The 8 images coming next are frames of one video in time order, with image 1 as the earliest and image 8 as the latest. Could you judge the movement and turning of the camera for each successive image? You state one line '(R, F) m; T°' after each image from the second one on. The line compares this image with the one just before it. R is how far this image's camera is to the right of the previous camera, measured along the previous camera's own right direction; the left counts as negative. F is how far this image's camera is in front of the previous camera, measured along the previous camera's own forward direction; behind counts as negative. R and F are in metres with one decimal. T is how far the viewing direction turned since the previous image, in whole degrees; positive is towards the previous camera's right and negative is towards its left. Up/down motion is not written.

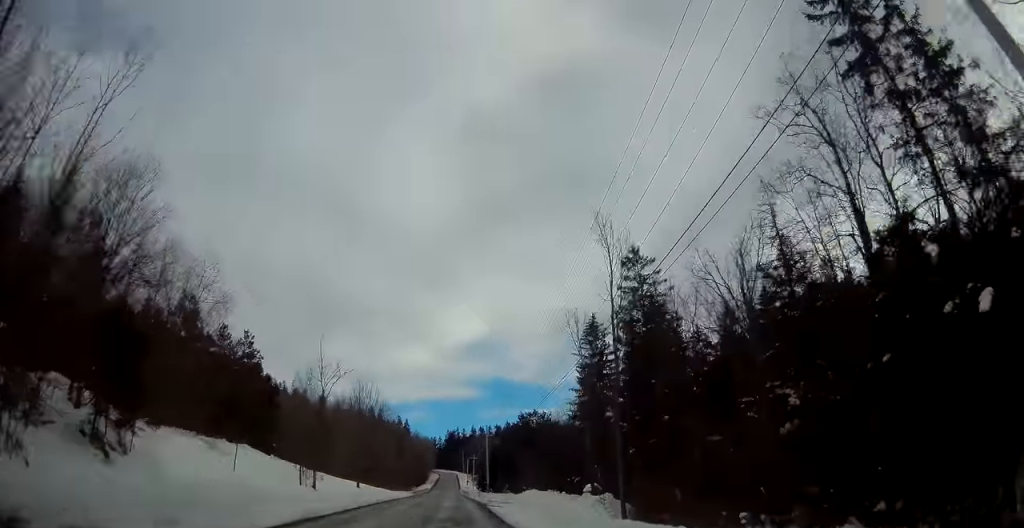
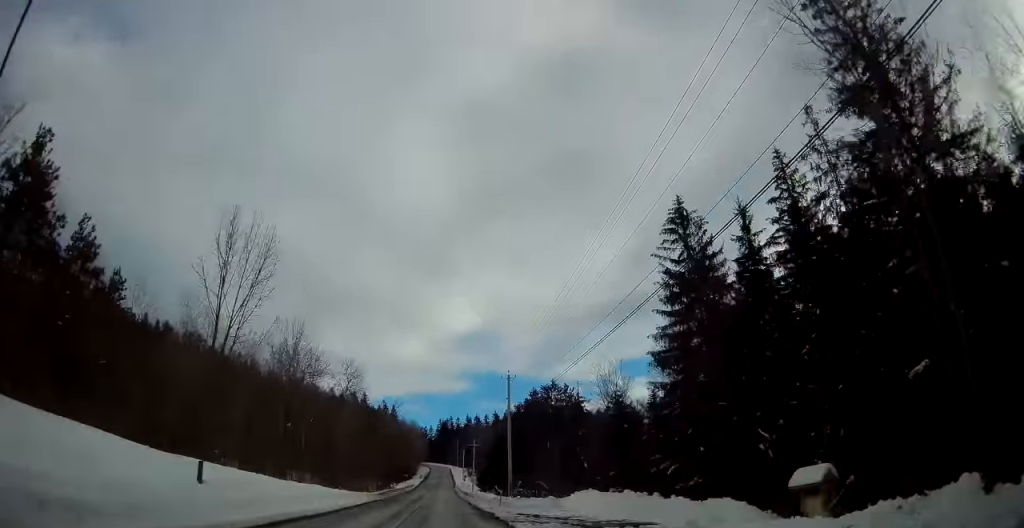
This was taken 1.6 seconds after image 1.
(-0.1, +35.5) m; 0°
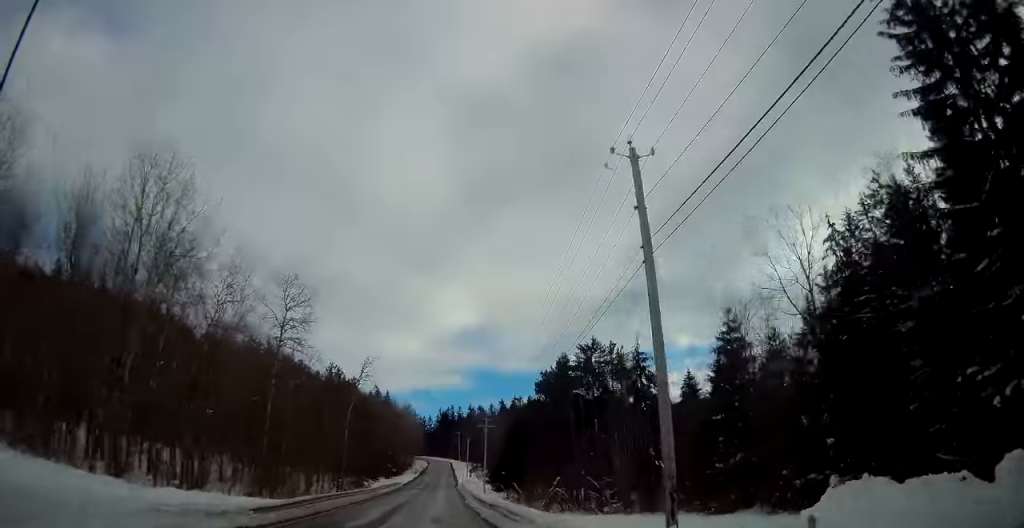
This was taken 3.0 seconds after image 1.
(+0.5, +32.1) m; +1°
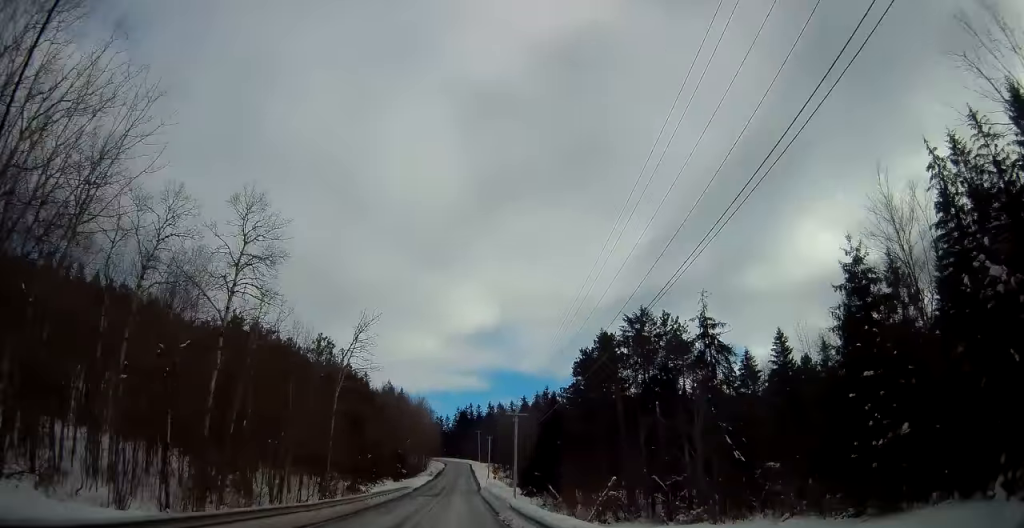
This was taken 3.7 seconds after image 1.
(+0.1, +15.0) m; -1°
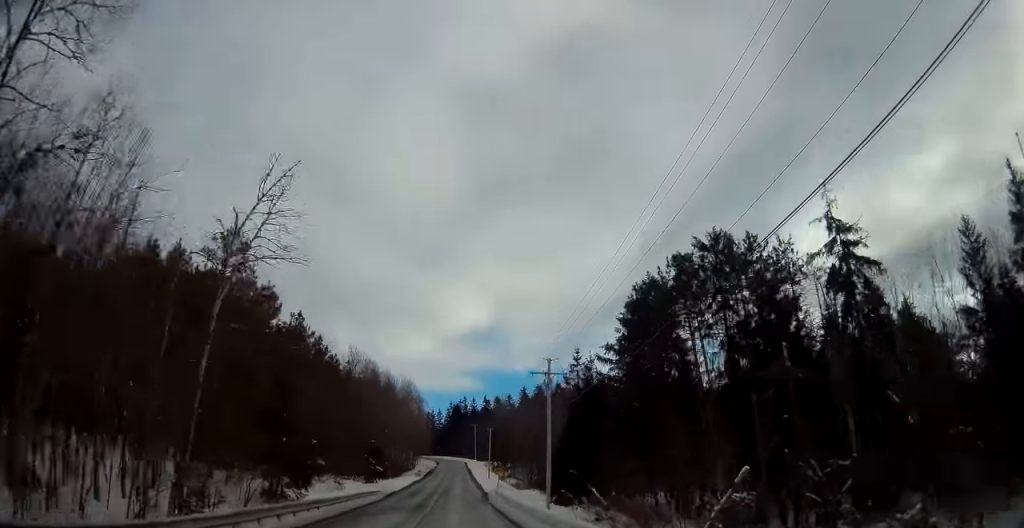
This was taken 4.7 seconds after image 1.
(-0.5, +23.3) m; -1°
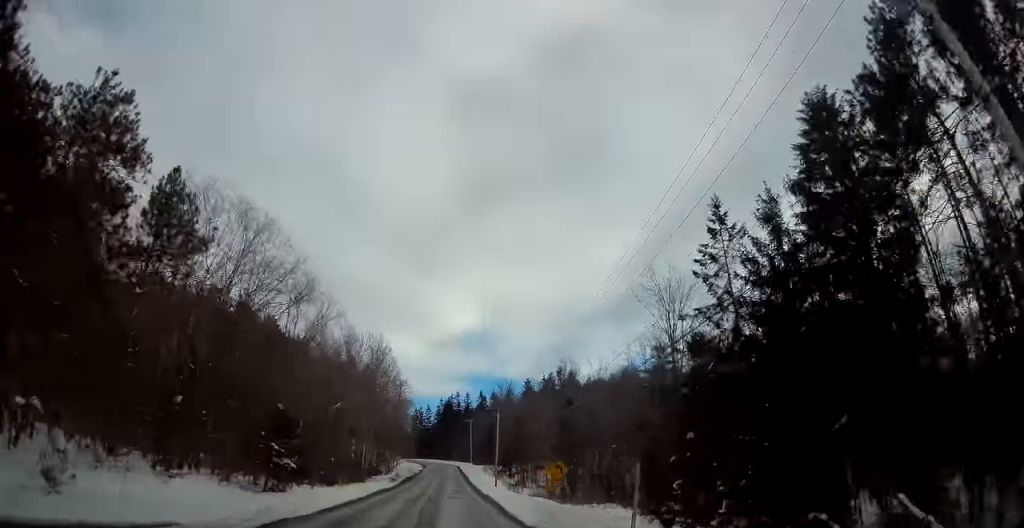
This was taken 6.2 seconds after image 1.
(+0.2, +33.3) m; 0°
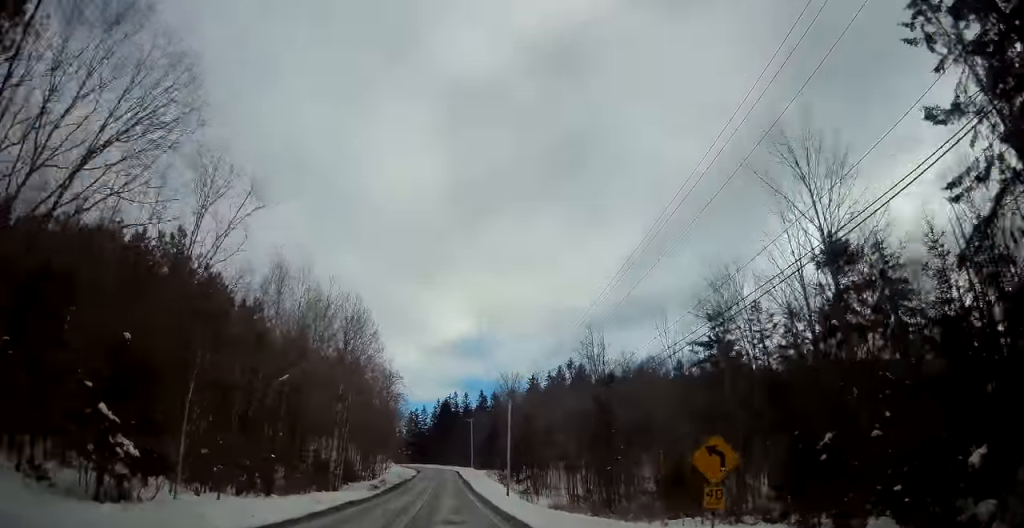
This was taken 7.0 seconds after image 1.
(0.0, +16.2) m; 0°
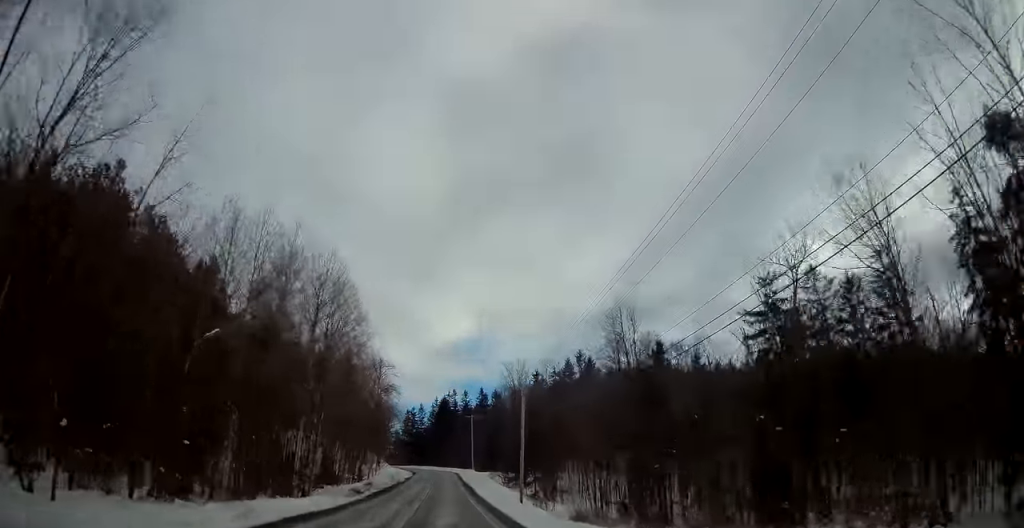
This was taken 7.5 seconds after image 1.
(0.0, +11.1) m; 0°
